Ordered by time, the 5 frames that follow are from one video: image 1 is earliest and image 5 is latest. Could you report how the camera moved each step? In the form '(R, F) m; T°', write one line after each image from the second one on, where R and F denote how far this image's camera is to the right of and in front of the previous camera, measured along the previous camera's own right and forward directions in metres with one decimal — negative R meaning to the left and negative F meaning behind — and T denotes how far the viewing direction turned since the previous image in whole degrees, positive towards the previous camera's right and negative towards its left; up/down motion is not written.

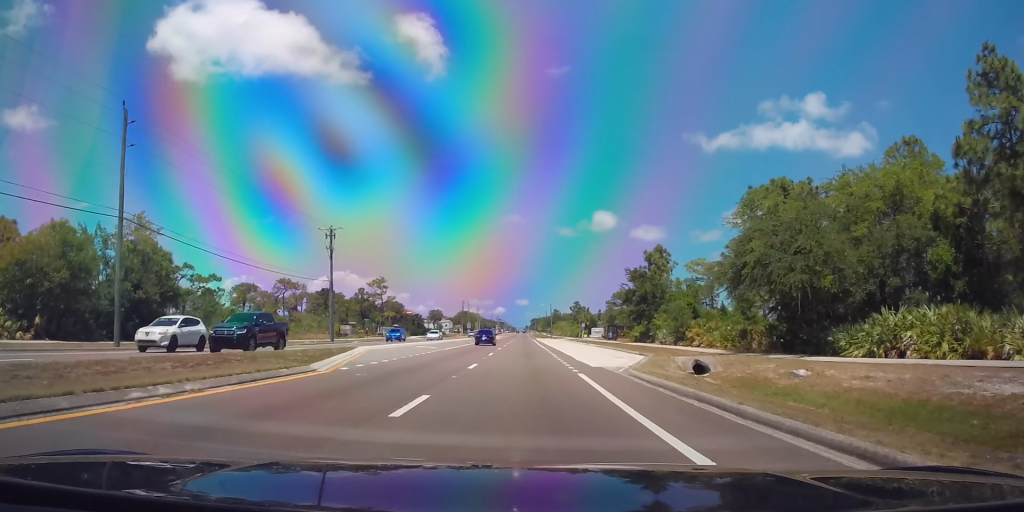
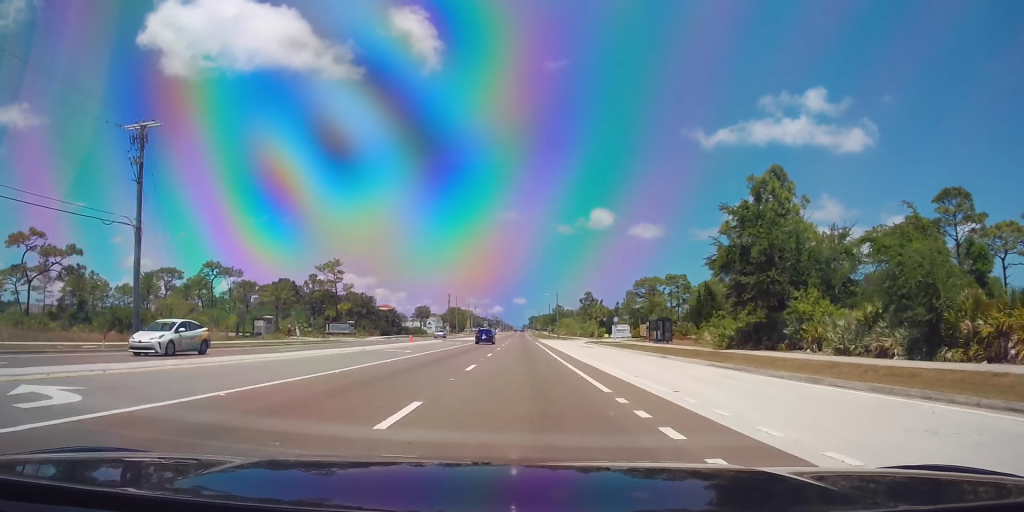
(+0.5, +37.1) m; +1°
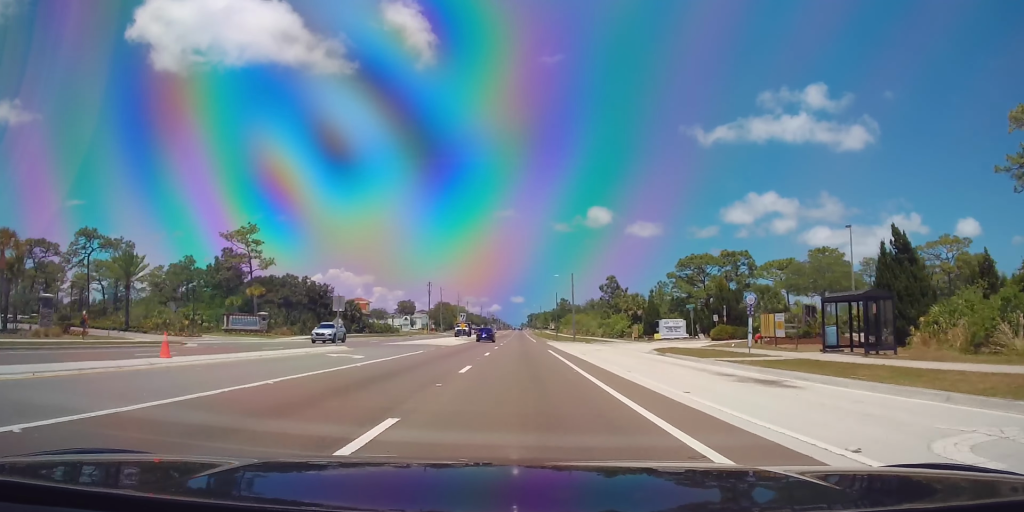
(0.0, +38.3) m; 0°
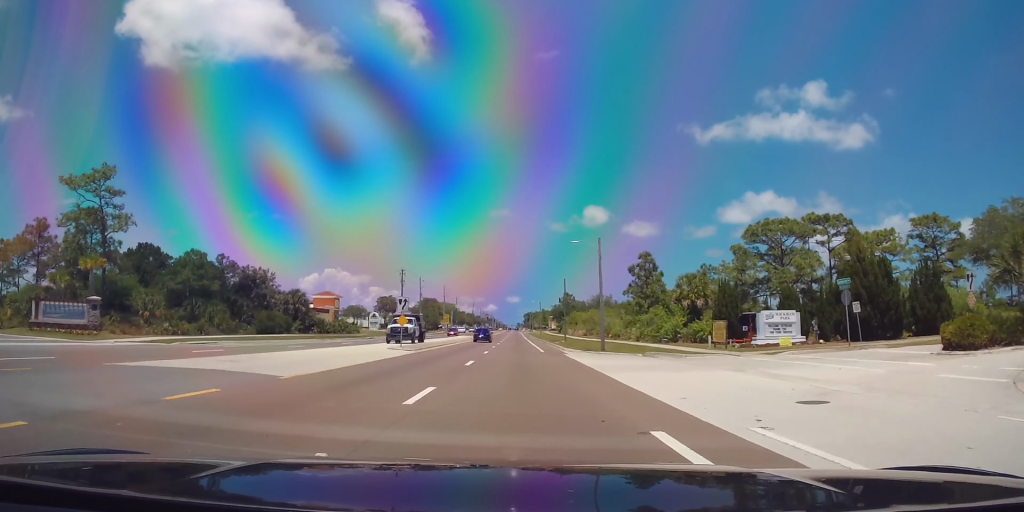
(0.0, +31.3) m; 0°
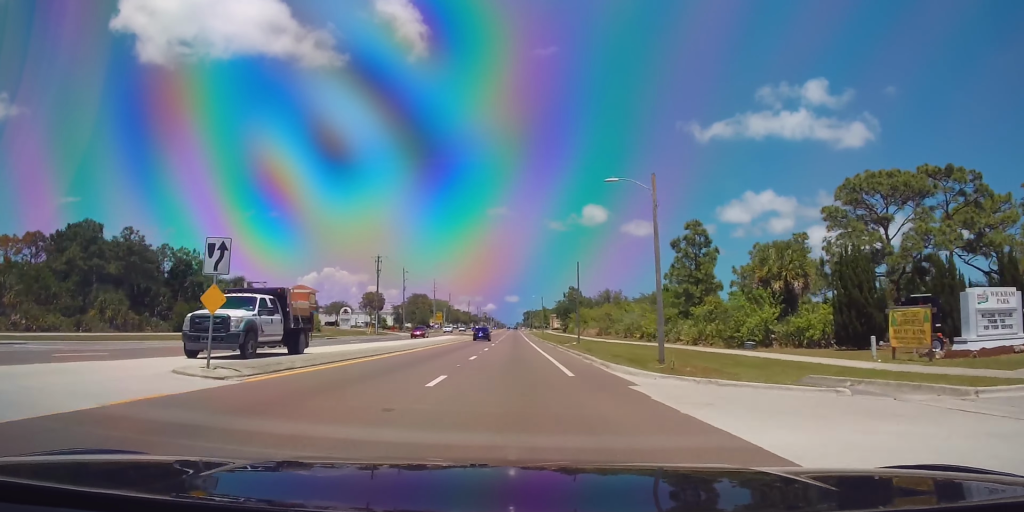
(0.0, +21.4) m; 0°
